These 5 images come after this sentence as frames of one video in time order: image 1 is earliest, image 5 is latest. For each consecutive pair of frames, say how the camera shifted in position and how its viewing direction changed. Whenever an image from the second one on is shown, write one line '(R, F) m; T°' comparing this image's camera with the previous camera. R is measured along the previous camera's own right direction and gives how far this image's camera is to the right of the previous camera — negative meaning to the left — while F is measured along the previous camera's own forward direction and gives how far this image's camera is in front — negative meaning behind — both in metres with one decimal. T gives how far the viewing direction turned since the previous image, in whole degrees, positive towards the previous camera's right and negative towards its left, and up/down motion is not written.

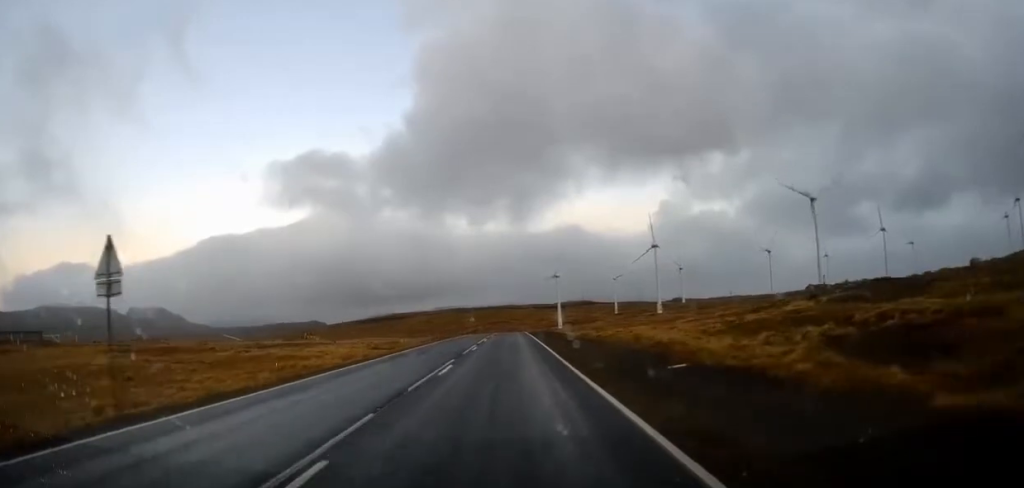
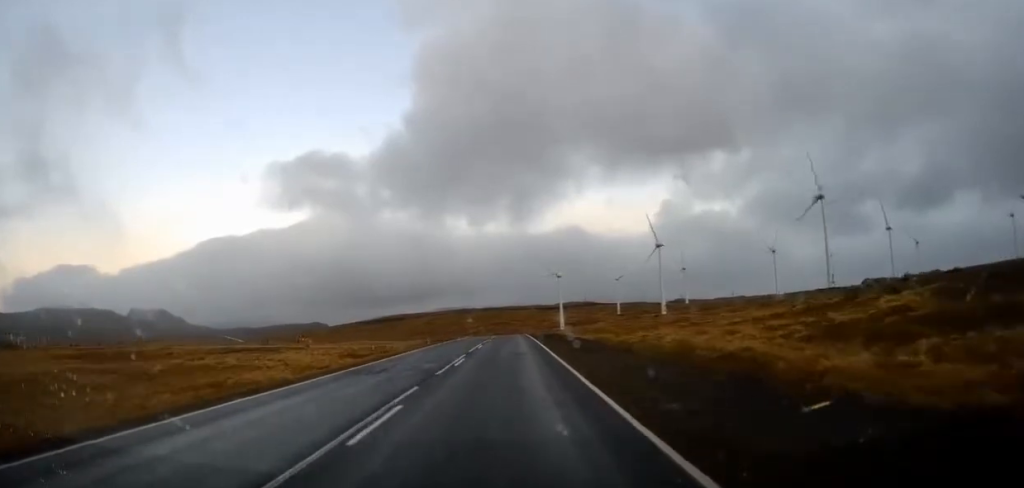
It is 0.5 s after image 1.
(0.0, +7.2) m; 0°
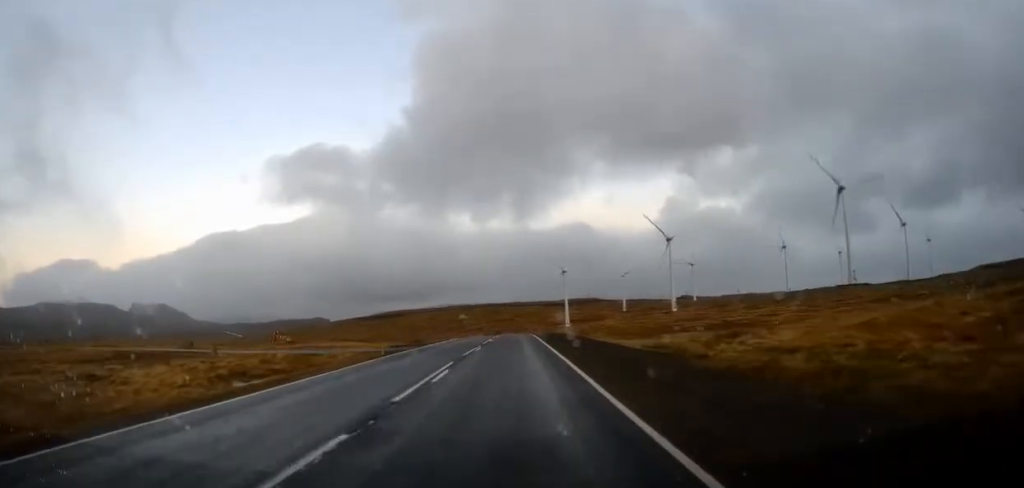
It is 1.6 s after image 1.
(0.0, +17.0) m; 0°
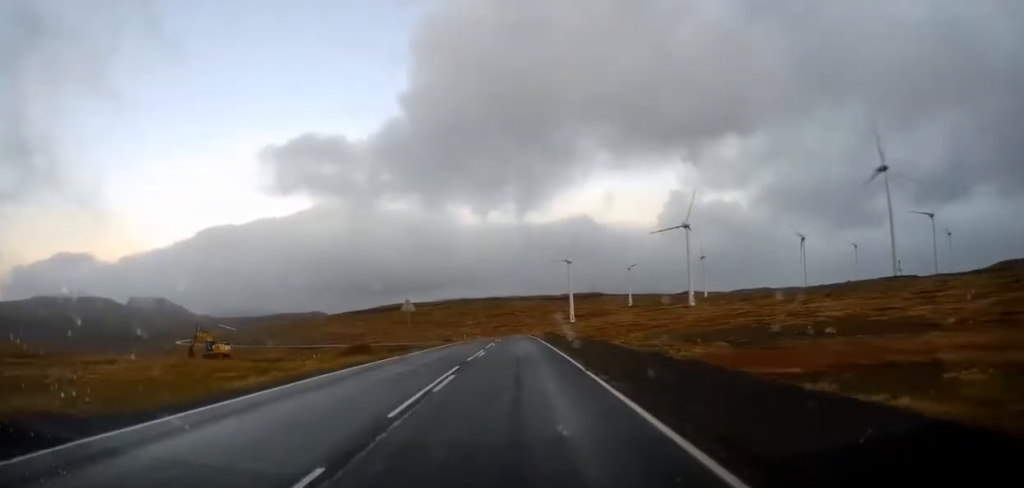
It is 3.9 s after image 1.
(0.0, +37.0) m; +1°
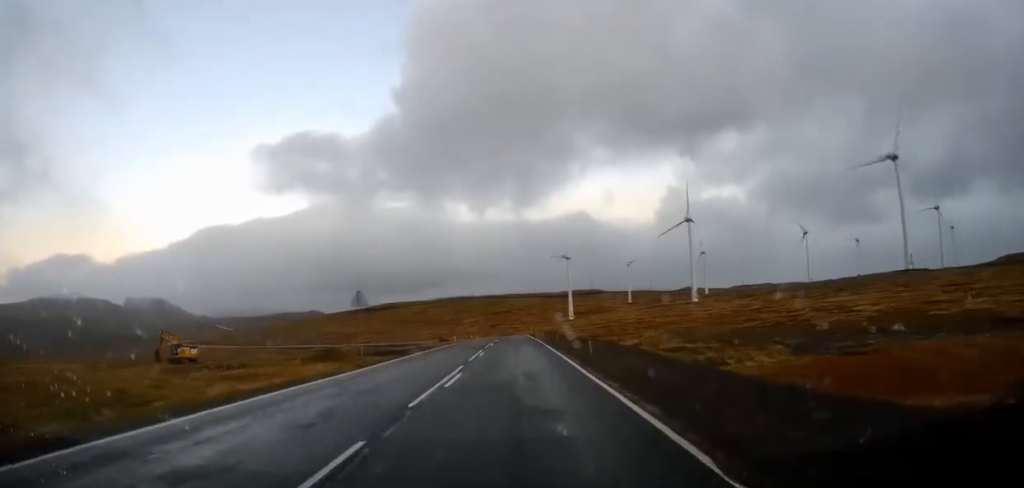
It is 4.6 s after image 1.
(+0.1, +10.8) m; 0°
